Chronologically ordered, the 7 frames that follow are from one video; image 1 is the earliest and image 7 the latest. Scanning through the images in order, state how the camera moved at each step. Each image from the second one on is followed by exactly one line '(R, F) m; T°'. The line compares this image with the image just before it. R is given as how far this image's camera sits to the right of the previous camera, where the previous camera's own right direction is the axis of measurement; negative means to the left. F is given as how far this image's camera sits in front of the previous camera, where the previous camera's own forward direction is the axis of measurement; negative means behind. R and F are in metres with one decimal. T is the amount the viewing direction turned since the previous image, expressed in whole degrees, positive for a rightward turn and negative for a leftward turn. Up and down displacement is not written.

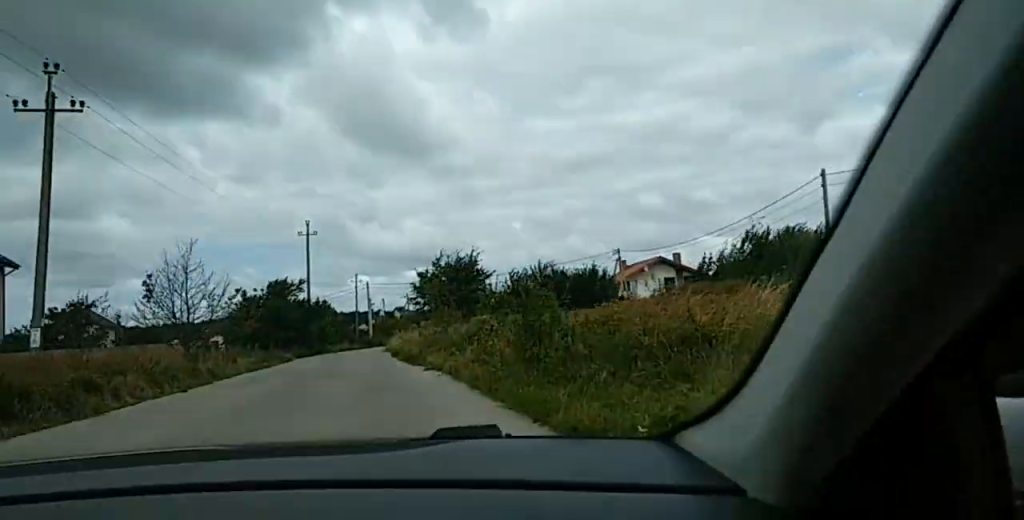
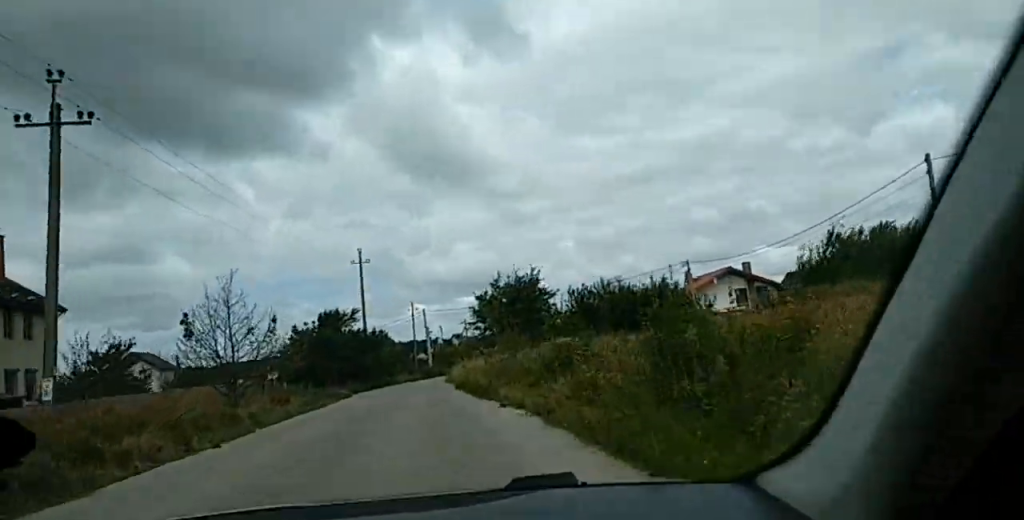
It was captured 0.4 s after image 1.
(+0.2, +3.7) m; +1°
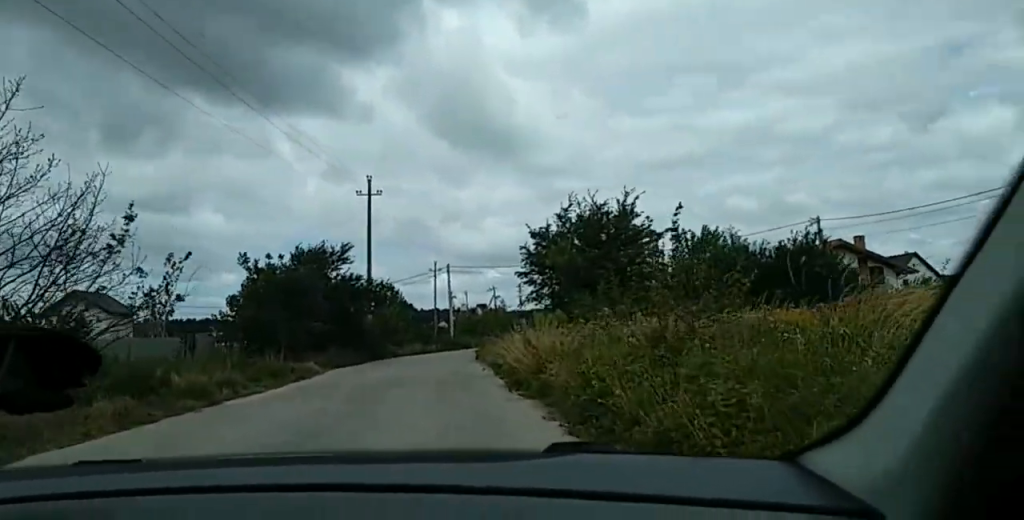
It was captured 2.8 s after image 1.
(+0.3, +19.6) m; 0°
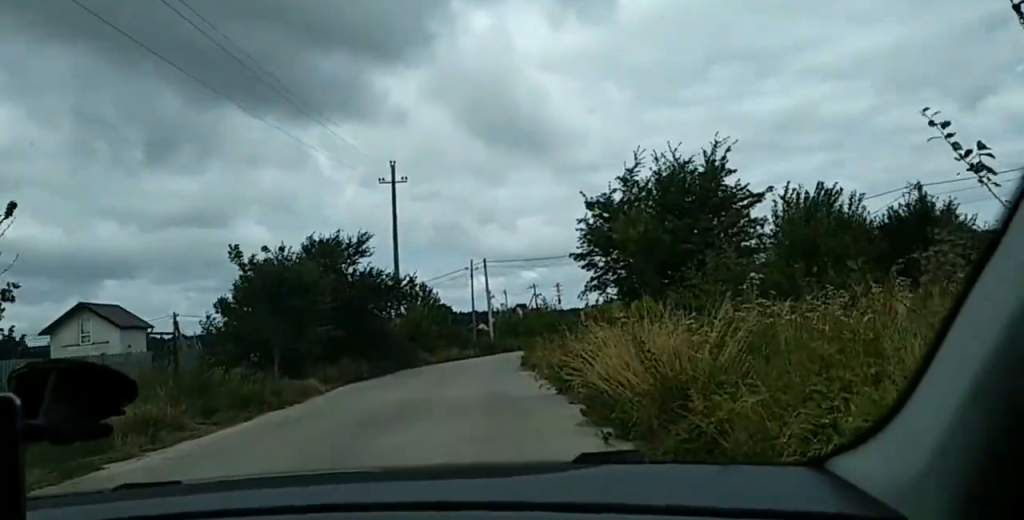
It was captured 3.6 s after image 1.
(-0.2, +7.2) m; -3°
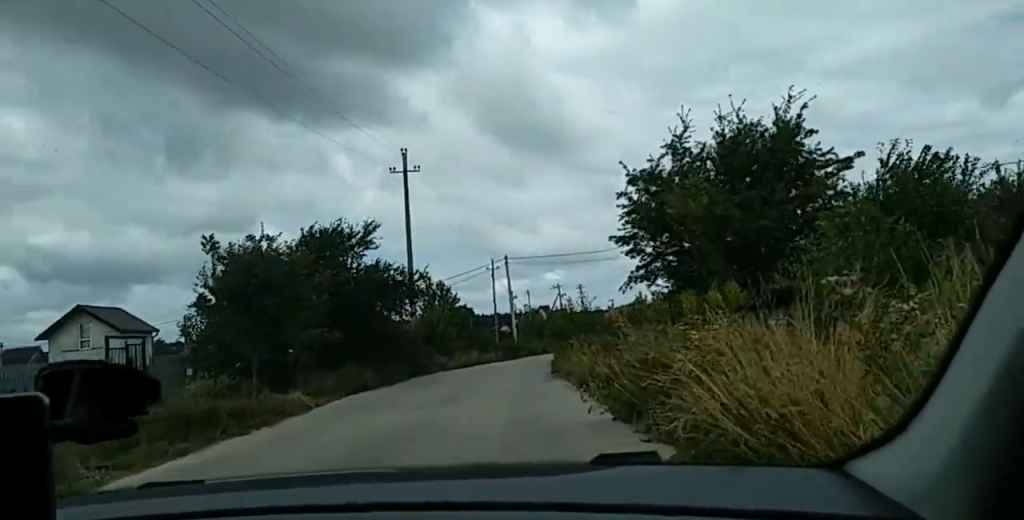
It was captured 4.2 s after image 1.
(-0.1, +4.7) m; -1°
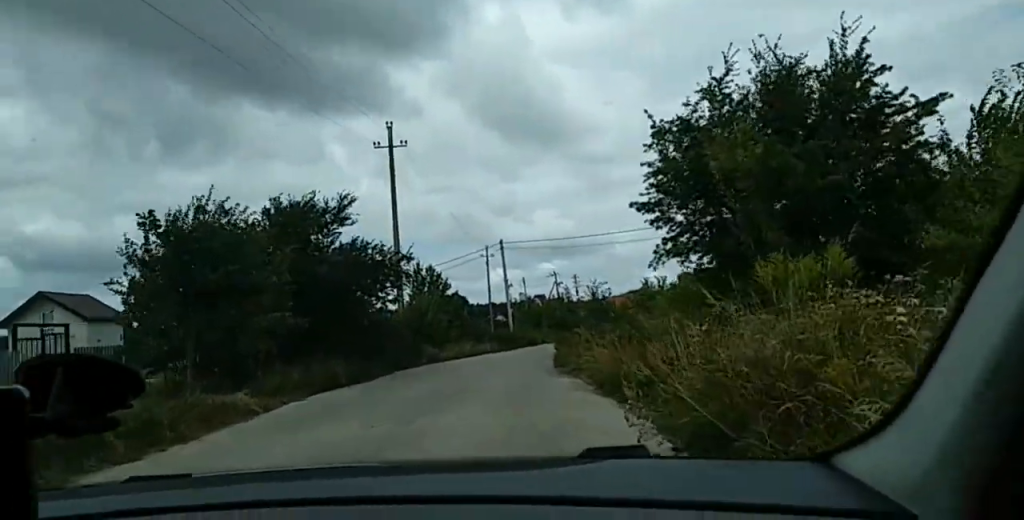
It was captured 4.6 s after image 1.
(-0.1, +4.0) m; 0°
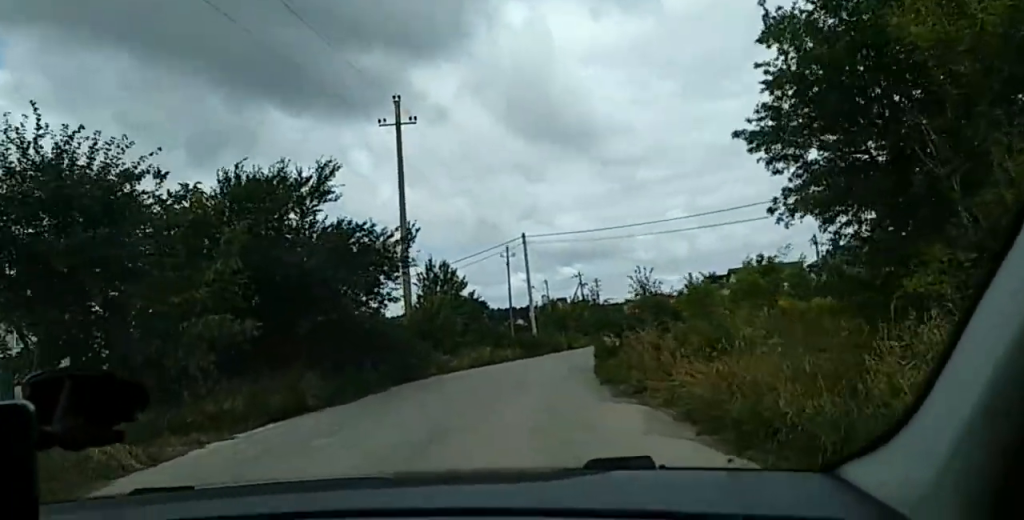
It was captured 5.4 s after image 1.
(+0.1, +5.7) m; -2°
